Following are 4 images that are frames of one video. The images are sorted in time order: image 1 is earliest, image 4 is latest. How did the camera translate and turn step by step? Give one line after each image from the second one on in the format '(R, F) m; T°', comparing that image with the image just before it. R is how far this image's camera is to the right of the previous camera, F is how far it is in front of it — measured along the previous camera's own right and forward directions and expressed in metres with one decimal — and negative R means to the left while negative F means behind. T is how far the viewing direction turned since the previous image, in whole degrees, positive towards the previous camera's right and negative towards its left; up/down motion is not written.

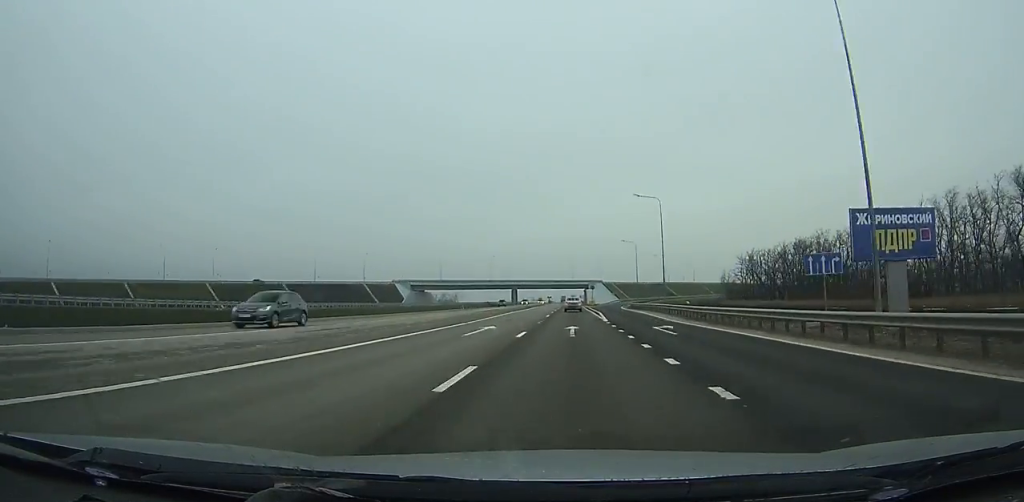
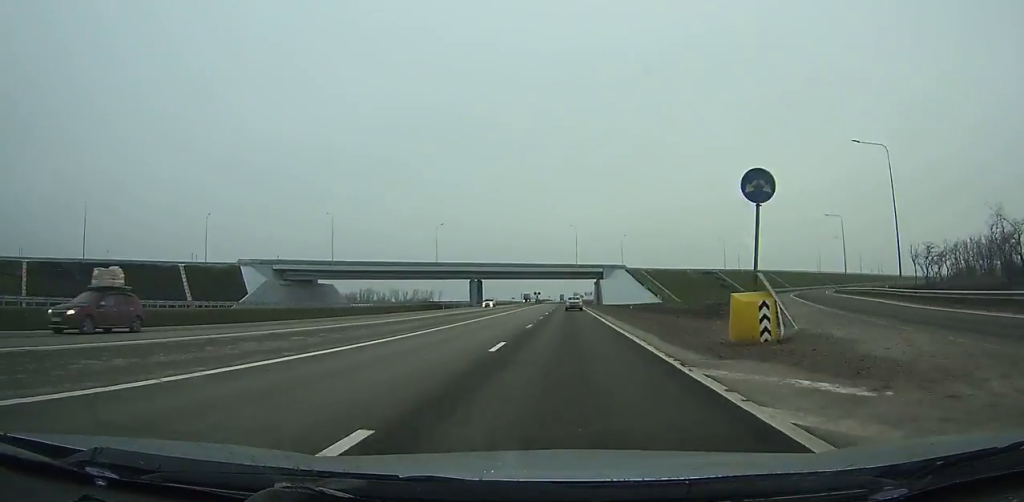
(-0.6, +114.8) m; -1°
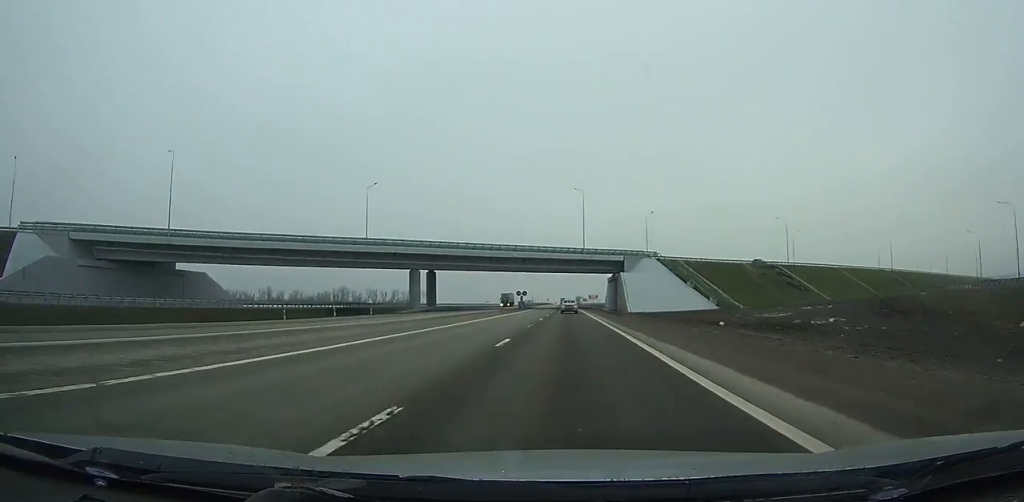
(-0.2, +59.4) m; 0°
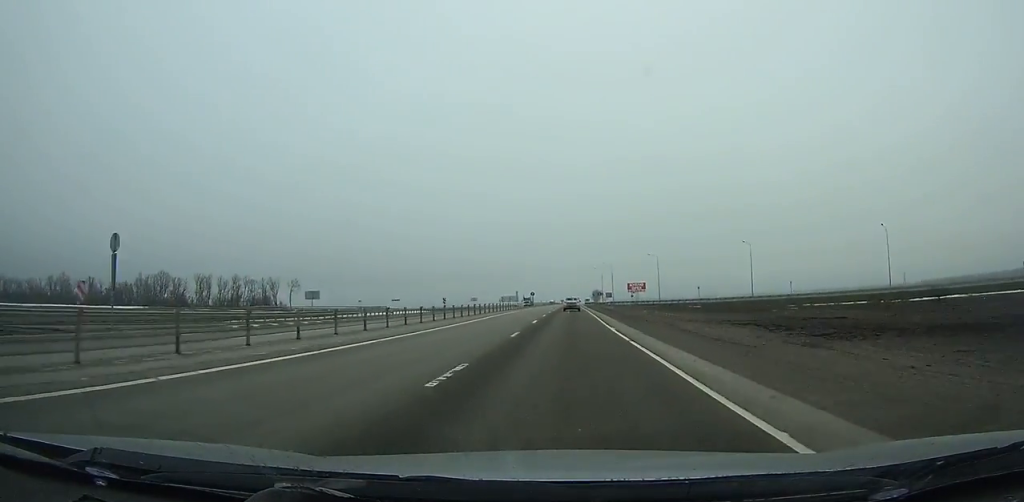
(-0.8, +210.6) m; 0°
